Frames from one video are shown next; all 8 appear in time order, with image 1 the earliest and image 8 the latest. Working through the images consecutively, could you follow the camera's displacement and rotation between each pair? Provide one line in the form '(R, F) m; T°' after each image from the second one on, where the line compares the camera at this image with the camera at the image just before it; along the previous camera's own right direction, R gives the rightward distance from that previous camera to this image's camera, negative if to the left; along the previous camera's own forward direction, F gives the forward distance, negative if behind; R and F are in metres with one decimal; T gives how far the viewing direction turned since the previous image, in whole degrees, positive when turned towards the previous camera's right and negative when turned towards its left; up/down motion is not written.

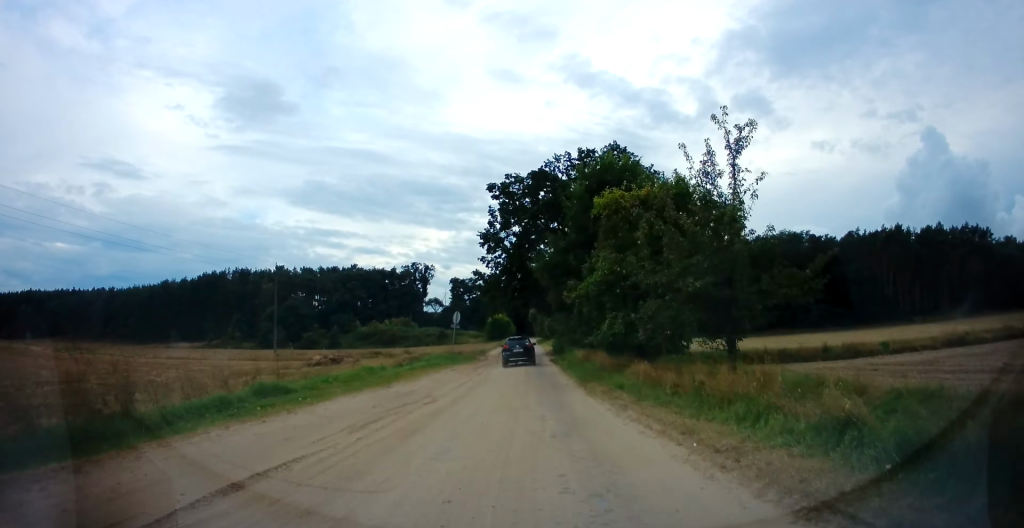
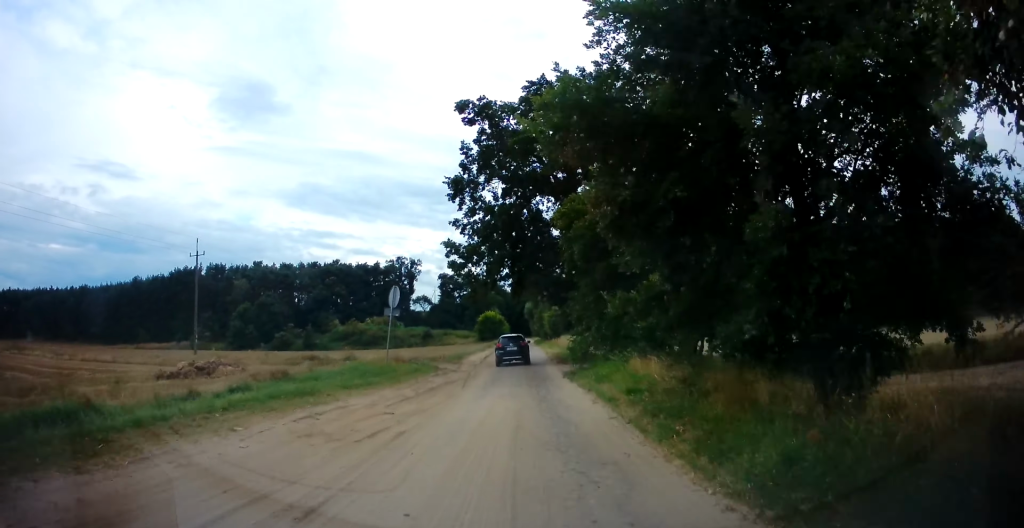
(-0.2, +16.6) m; +1°
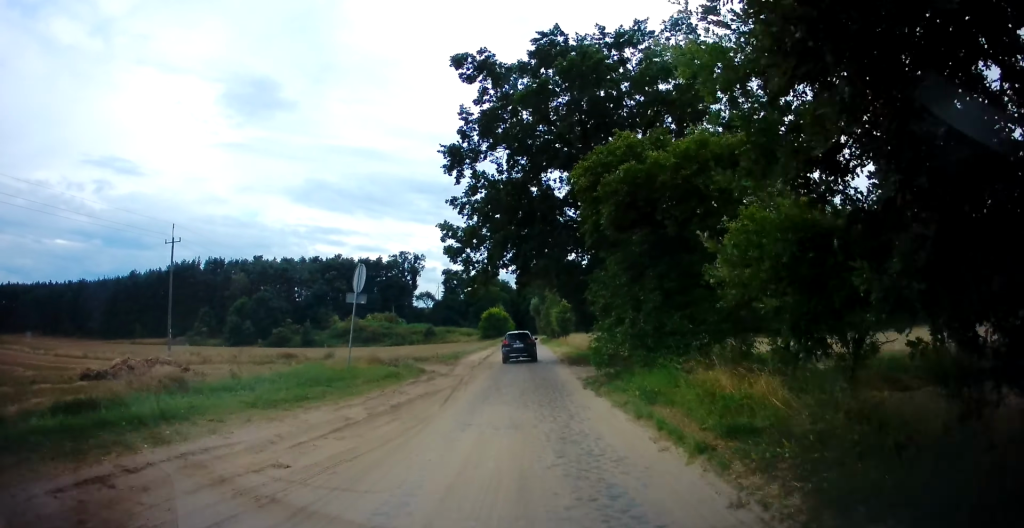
(+0.1, +5.2) m; 0°
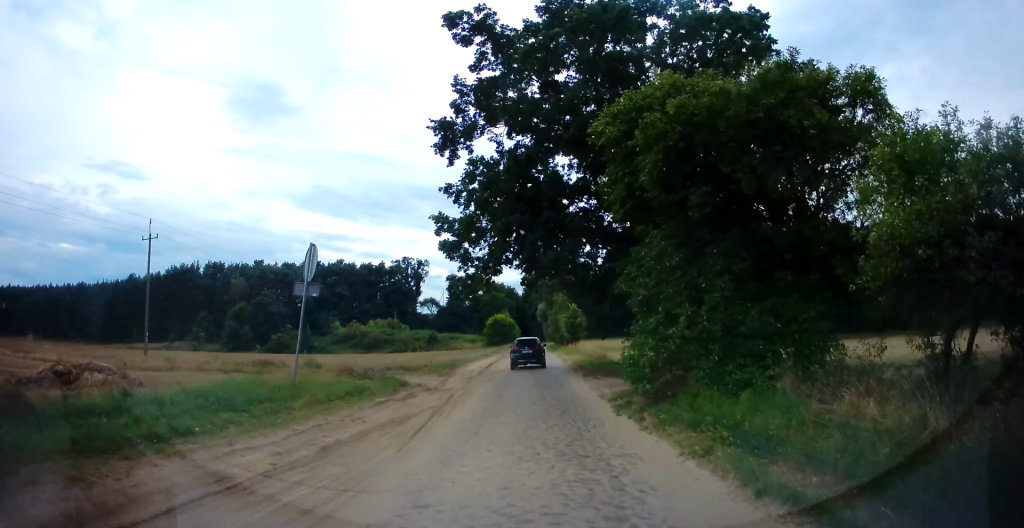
(+0.1, +4.3) m; -1°
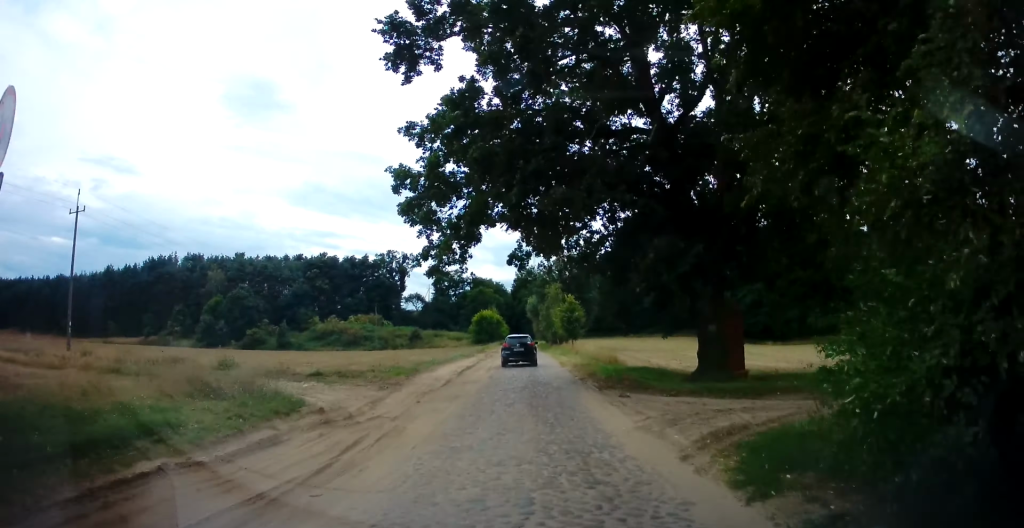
(-0.2, +8.2) m; 0°
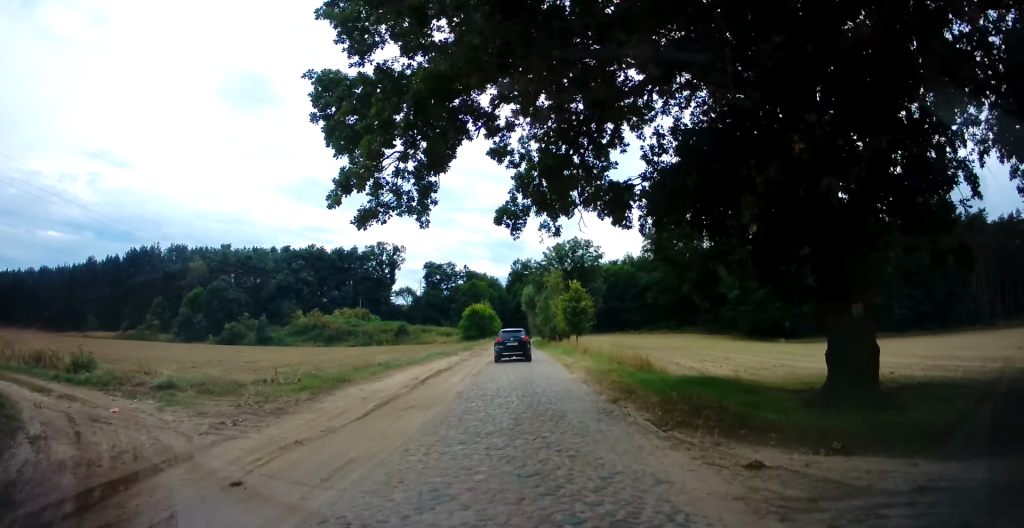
(+0.1, +8.3) m; +2°
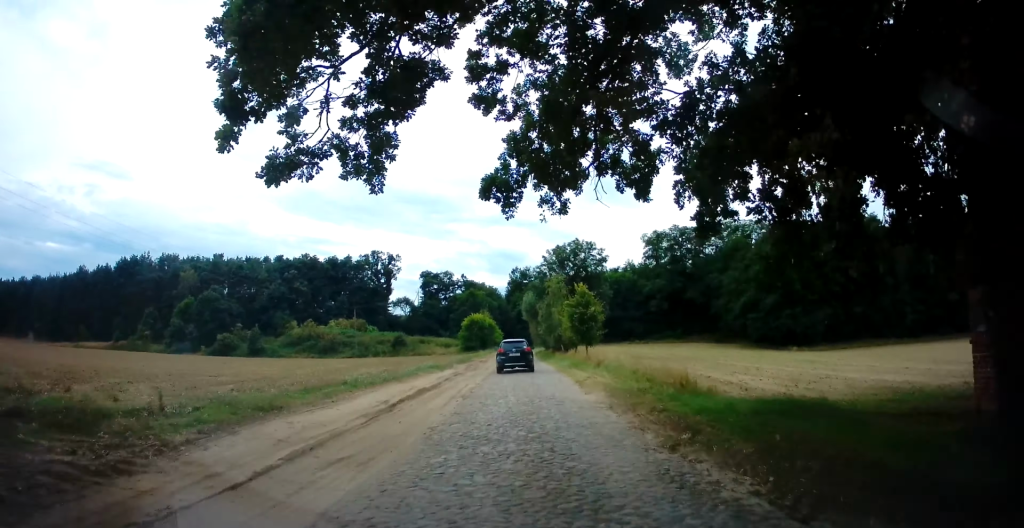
(+0.2, +4.4) m; +1°
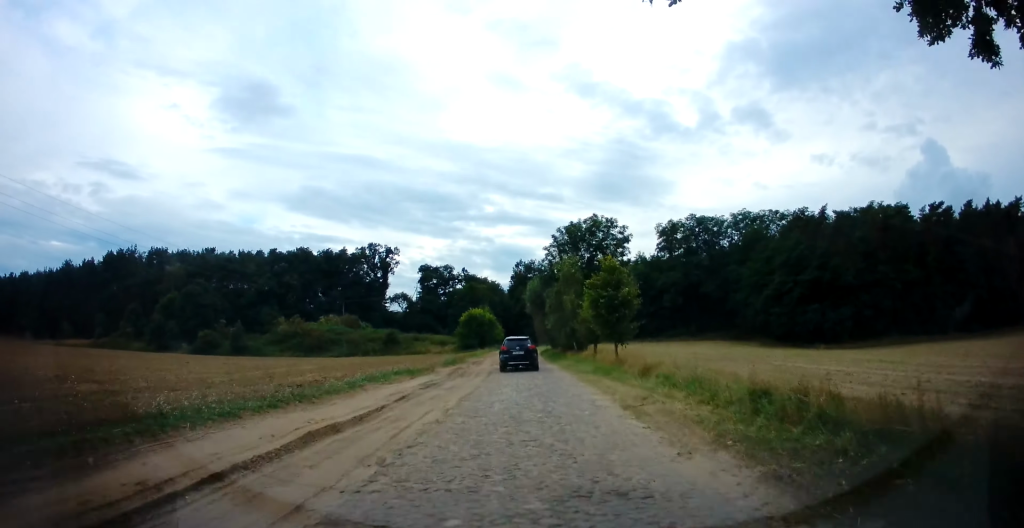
(-0.1, +9.3) m; -2°
